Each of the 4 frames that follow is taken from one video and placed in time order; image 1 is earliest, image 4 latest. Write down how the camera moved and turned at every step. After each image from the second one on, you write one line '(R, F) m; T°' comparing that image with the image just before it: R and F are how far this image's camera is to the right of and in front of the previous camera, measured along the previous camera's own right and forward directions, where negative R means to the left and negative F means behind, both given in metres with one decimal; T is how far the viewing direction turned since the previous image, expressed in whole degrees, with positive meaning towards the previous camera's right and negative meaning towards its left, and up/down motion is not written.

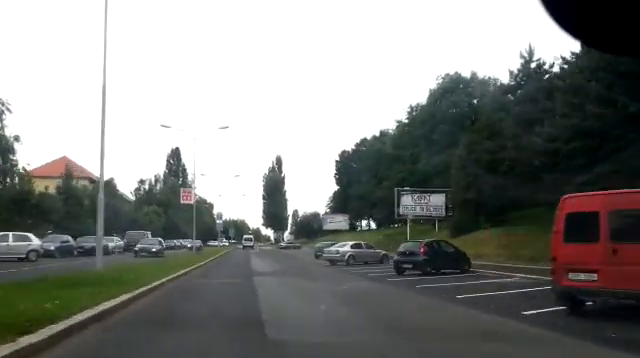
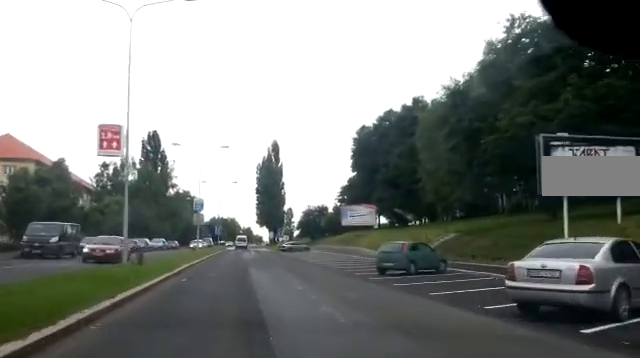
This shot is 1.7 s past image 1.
(+0.5, +21.2) m; +2°
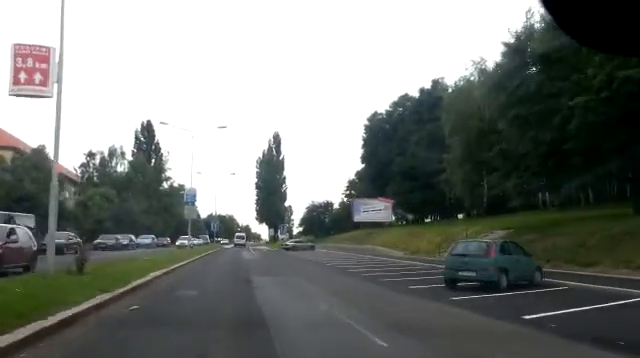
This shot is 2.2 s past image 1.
(0.0, +7.0) m; 0°
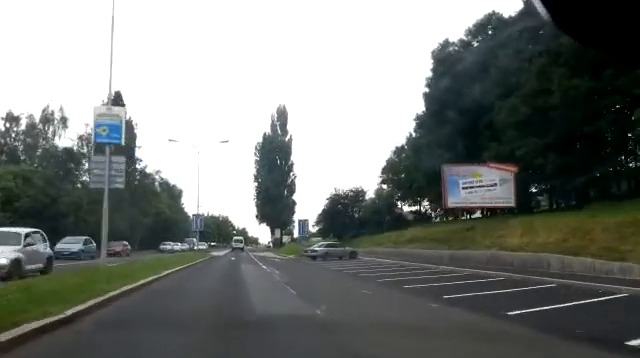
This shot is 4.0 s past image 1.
(-0.1, +24.9) m; +1°
